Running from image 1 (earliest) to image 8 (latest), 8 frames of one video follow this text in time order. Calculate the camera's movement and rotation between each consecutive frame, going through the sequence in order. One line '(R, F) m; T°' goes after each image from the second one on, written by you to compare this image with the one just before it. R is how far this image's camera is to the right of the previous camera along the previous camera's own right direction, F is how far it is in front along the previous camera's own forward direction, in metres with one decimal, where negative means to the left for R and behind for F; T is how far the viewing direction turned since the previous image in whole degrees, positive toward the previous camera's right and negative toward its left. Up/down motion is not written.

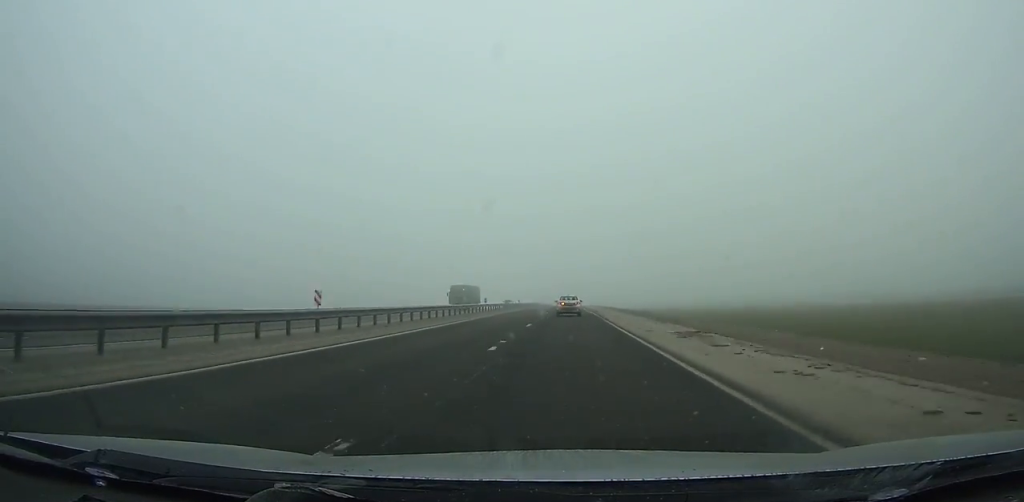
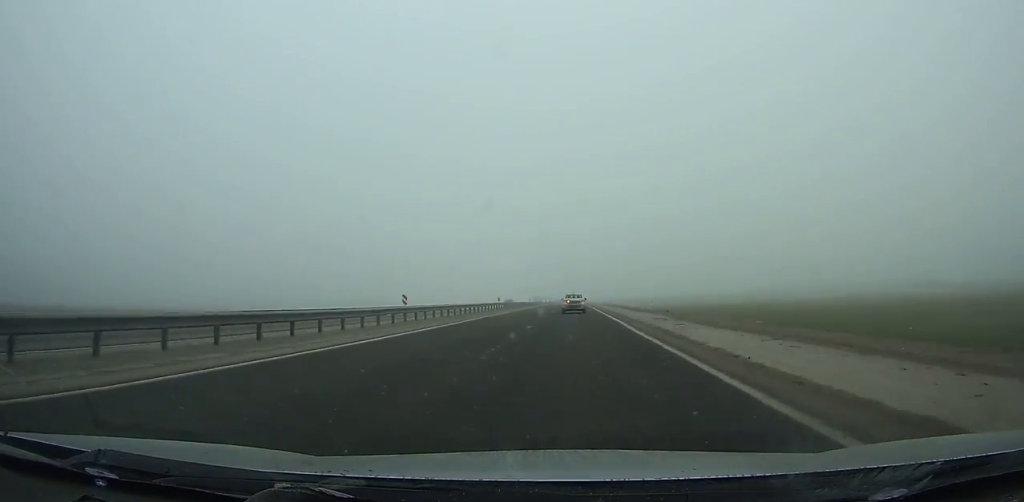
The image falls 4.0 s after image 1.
(0.0, +110.8) m; 0°
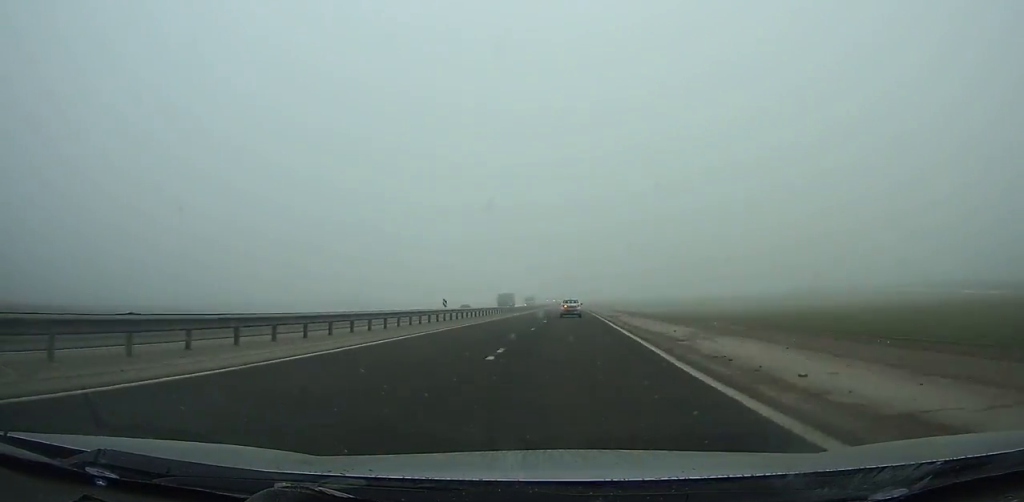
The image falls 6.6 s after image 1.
(0.0, +72.2) m; 0°
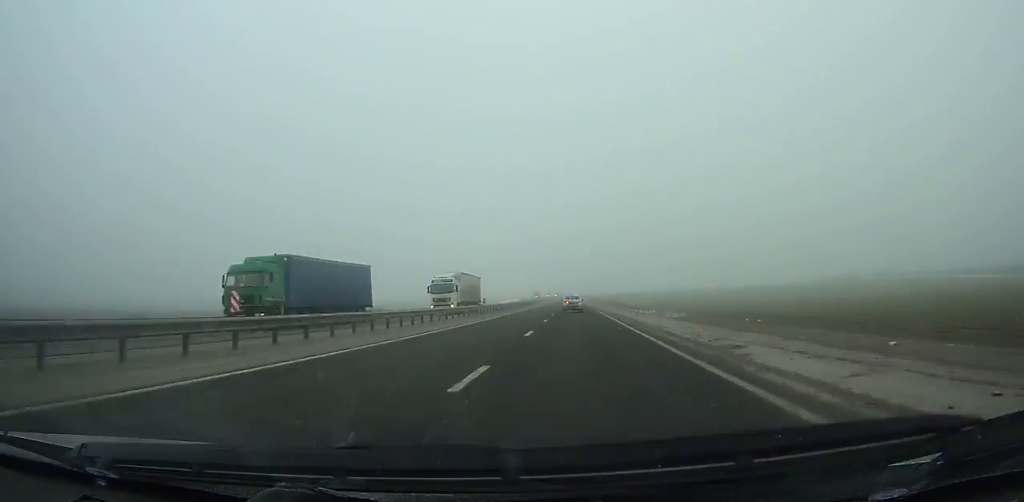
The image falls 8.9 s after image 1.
(+0.1, +64.4) m; 0°
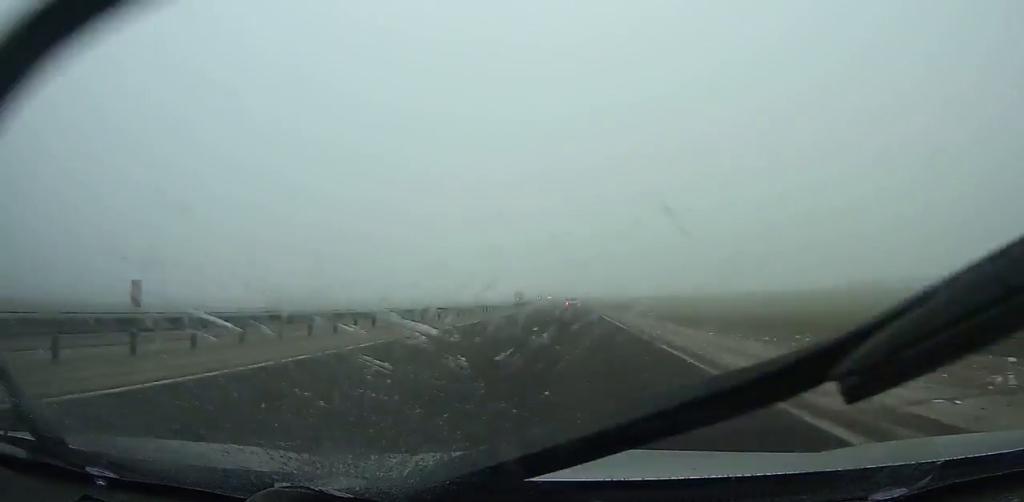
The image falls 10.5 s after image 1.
(-0.1, +45.1) m; 0°
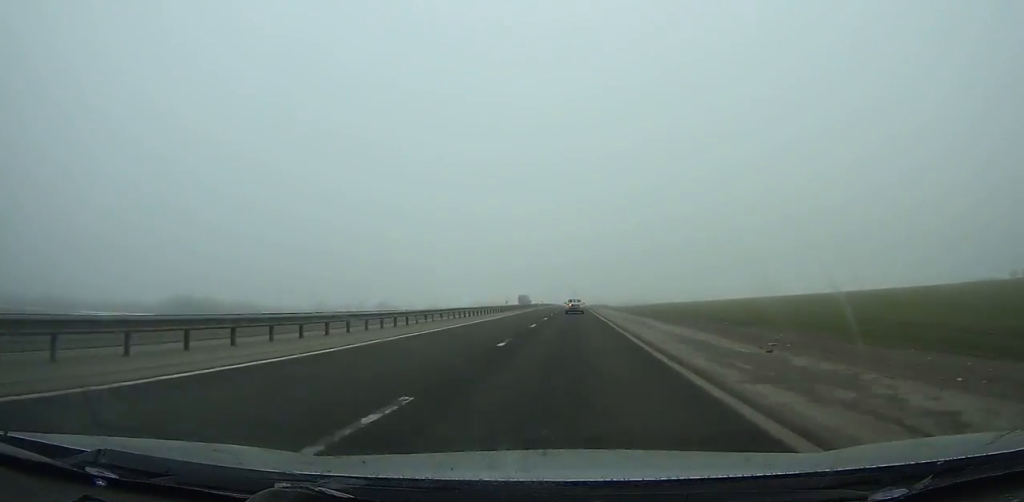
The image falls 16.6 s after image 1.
(-0.7, +176.5) m; -1°
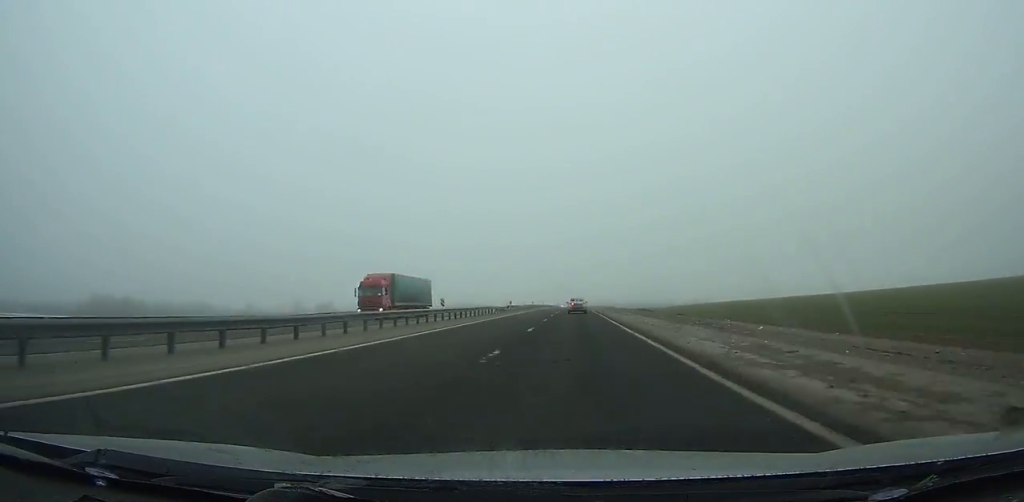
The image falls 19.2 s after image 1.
(0.0, +76.2) m; 0°
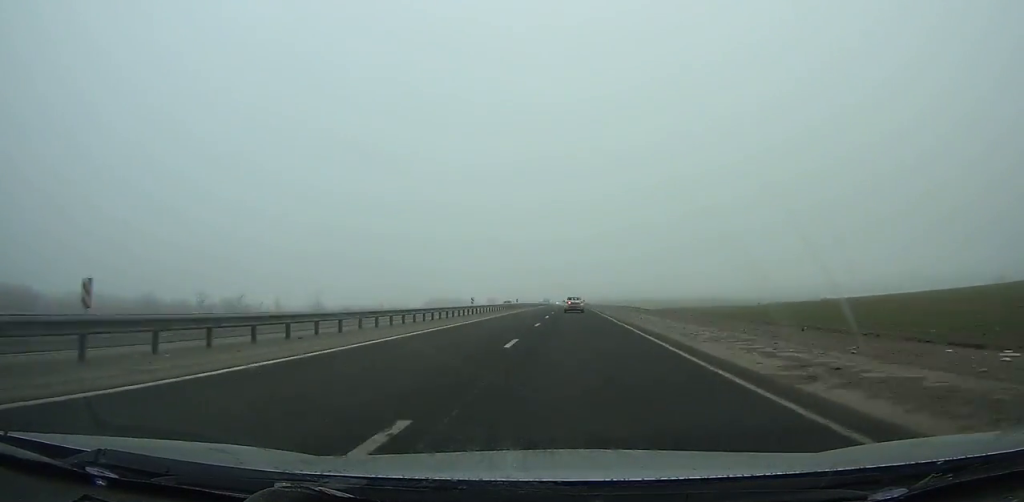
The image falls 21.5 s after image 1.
(+0.2, +67.4) m; 0°
